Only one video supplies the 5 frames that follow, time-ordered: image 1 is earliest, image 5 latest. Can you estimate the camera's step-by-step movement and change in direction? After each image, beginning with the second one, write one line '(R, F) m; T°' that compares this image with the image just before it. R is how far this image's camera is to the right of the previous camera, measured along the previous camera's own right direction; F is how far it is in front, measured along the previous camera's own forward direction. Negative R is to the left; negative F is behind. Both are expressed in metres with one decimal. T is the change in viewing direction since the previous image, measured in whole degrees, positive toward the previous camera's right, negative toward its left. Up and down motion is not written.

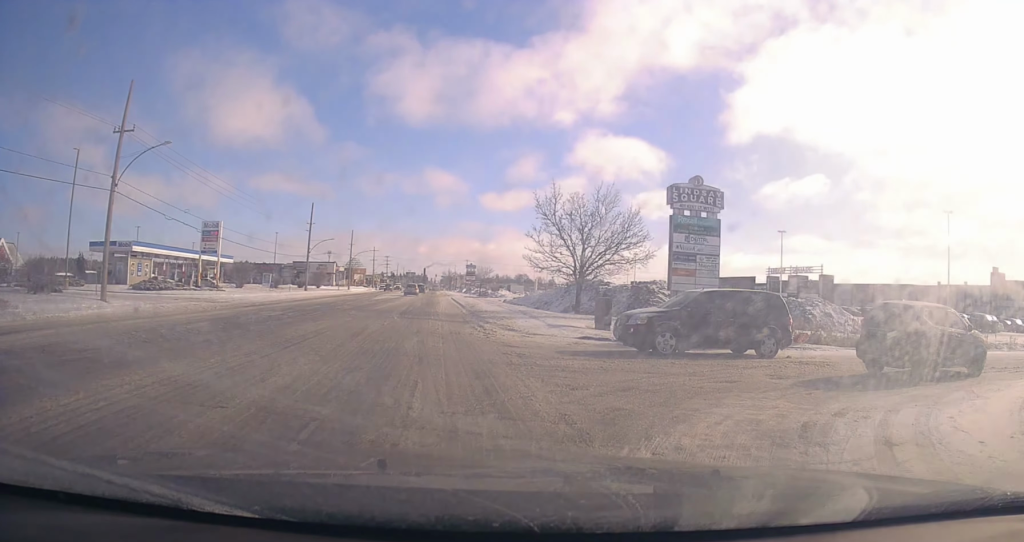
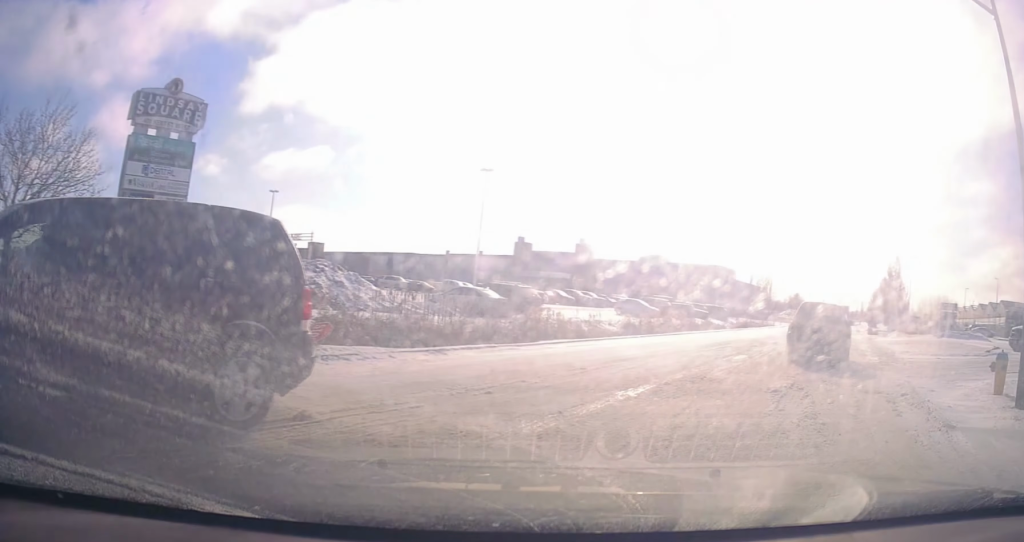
(+3.1, +11.6) m; +50°
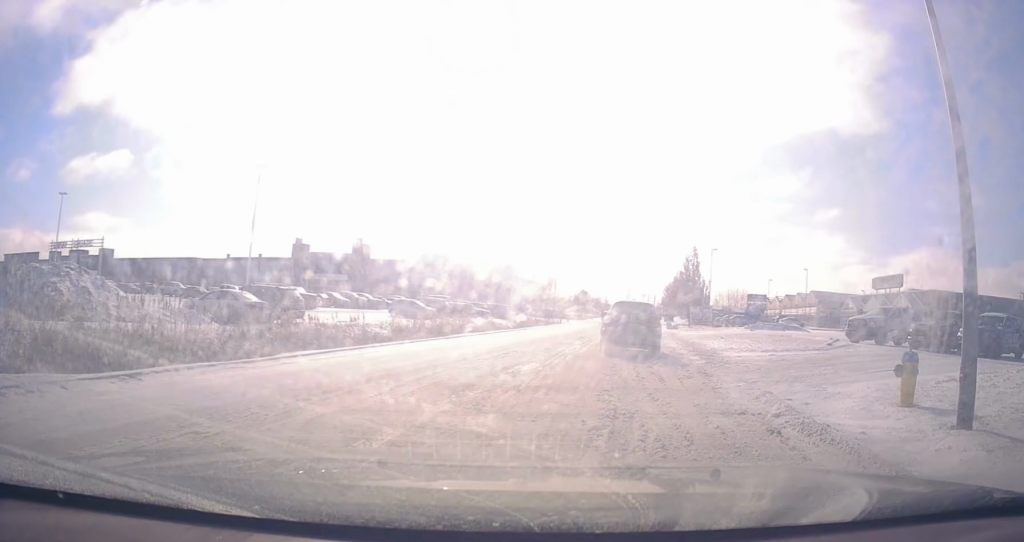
(+0.9, +3.2) m; +16°
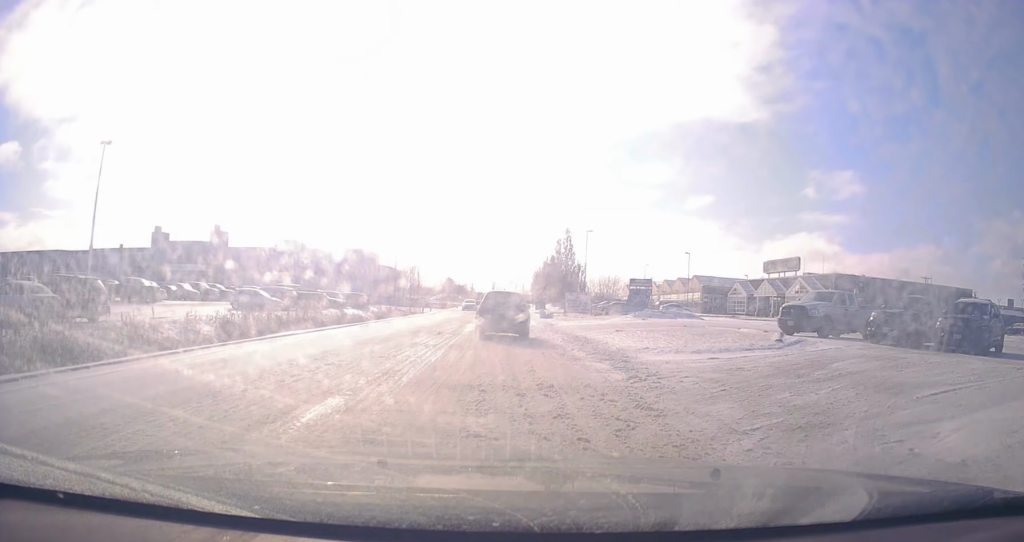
(+0.6, +5.6) m; +15°
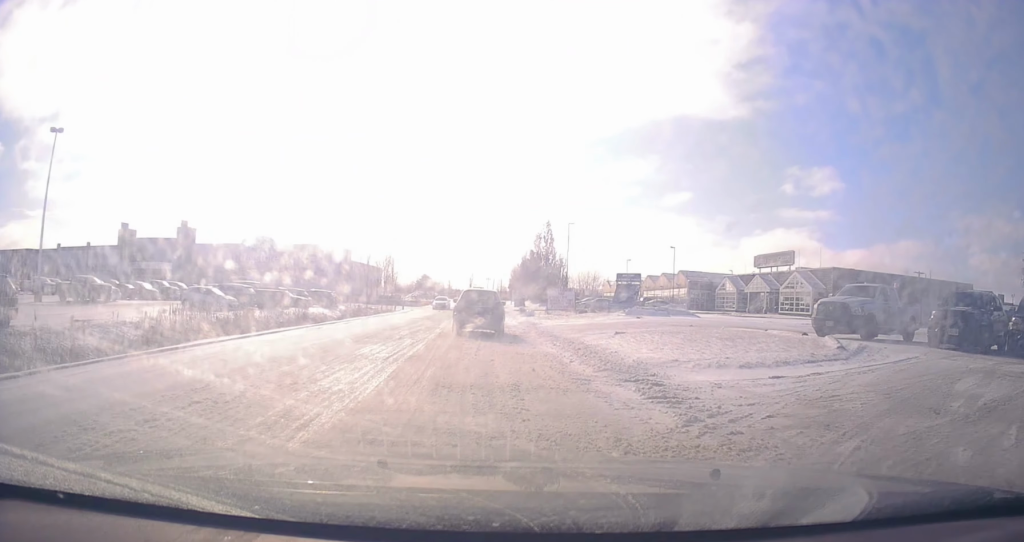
(+0.5, +3.9) m; +2°
